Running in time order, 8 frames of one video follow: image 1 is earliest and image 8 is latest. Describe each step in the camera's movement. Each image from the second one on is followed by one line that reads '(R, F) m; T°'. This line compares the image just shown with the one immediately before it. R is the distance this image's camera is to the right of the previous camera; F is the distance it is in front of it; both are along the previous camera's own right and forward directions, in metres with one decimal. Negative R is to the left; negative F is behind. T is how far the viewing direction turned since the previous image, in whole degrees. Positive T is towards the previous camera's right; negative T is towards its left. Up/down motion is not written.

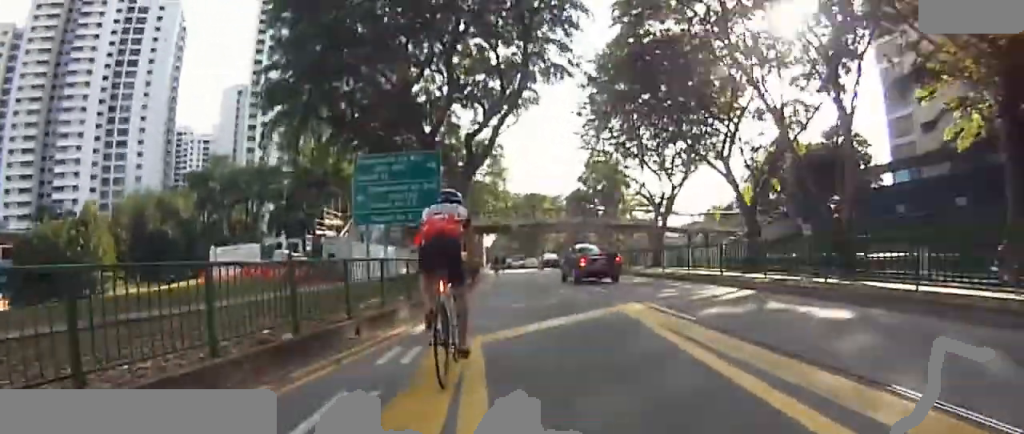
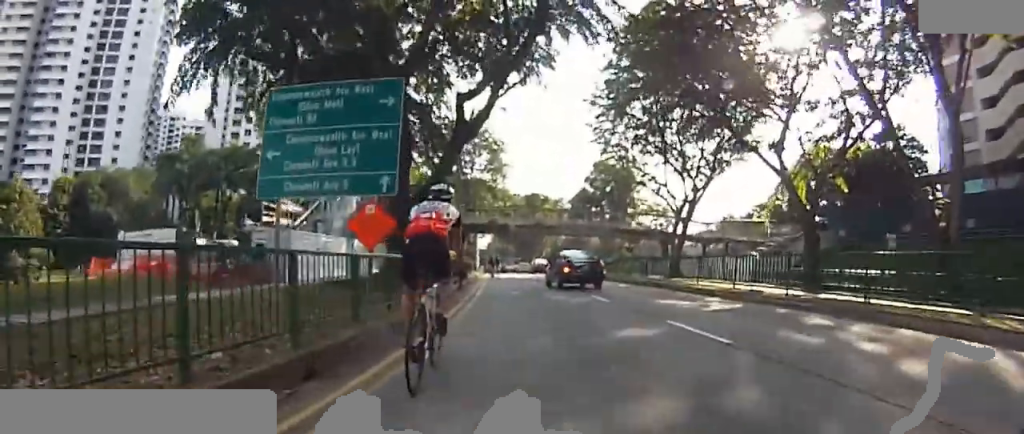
(-0.2, +7.8) m; -1°
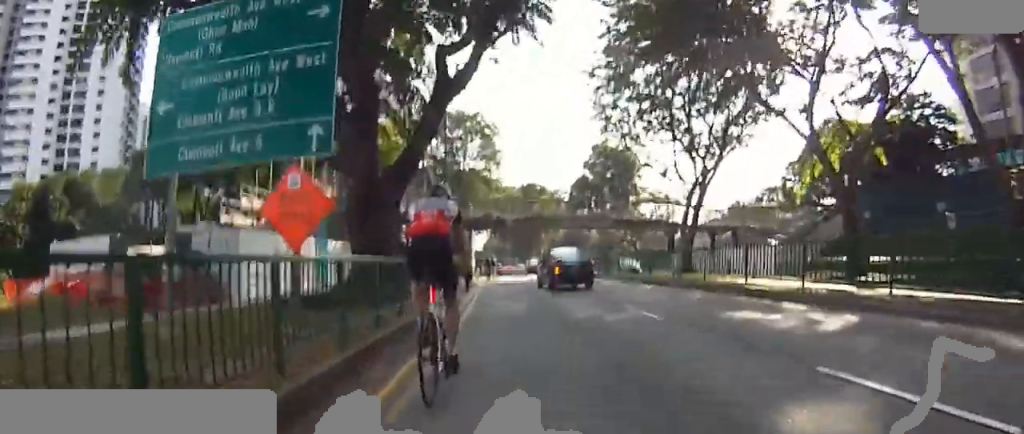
(0.0, +4.1) m; 0°
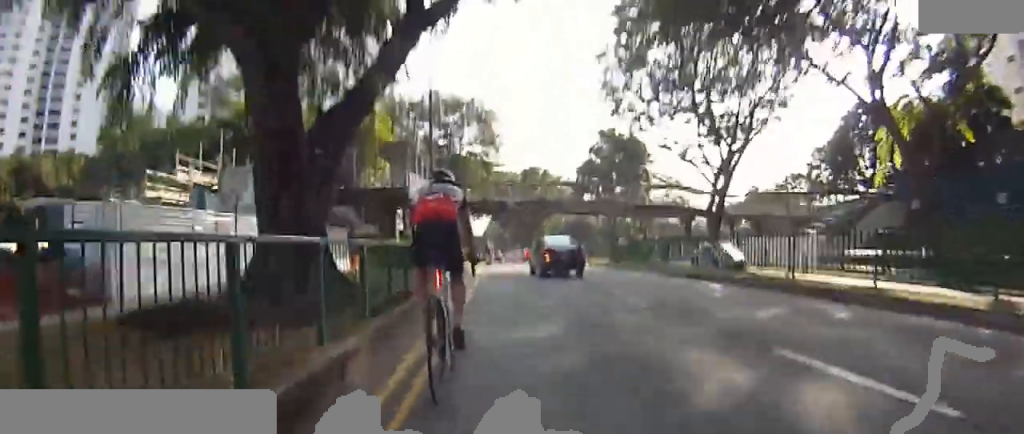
(0.0, +6.0) m; -3°
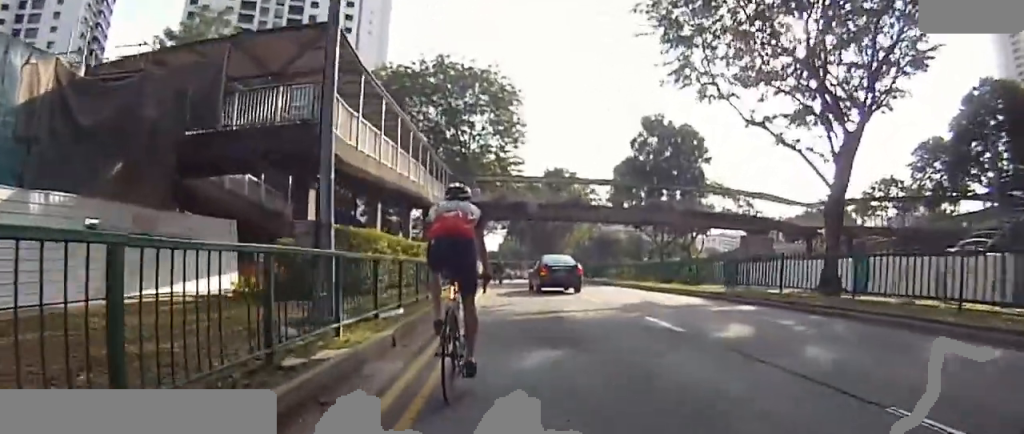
(-1.4, +15.5) m; -7°
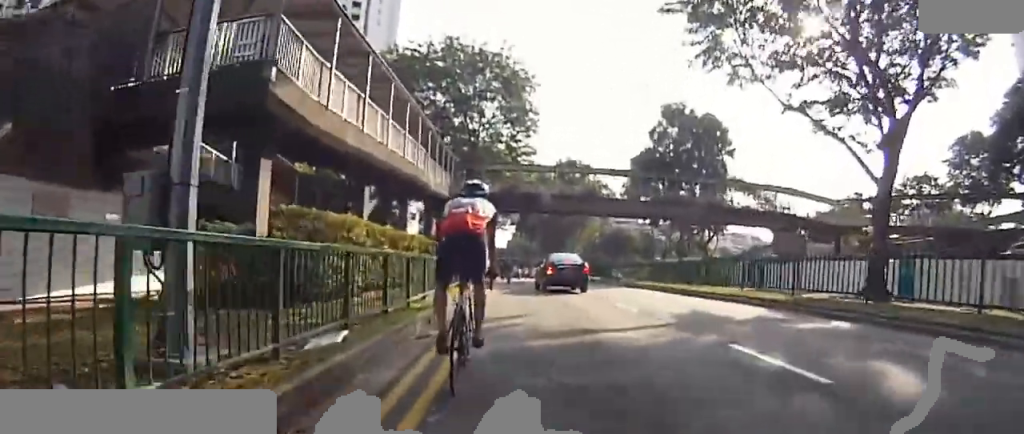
(-0.1, +3.6) m; +1°
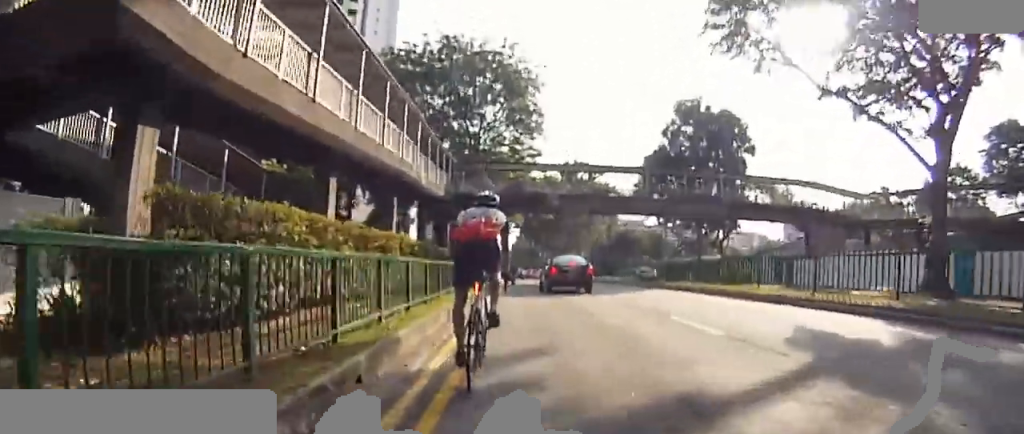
(0.0, +4.2) m; +2°
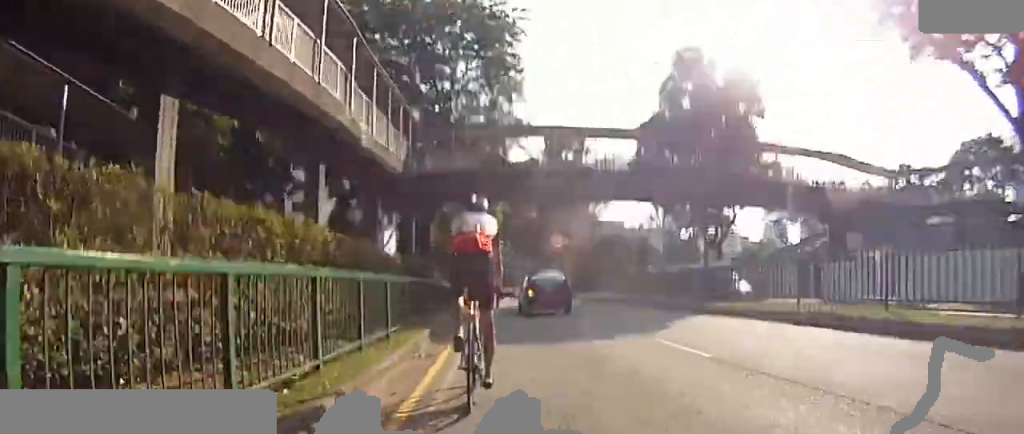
(+0.3, +6.8) m; +3°
